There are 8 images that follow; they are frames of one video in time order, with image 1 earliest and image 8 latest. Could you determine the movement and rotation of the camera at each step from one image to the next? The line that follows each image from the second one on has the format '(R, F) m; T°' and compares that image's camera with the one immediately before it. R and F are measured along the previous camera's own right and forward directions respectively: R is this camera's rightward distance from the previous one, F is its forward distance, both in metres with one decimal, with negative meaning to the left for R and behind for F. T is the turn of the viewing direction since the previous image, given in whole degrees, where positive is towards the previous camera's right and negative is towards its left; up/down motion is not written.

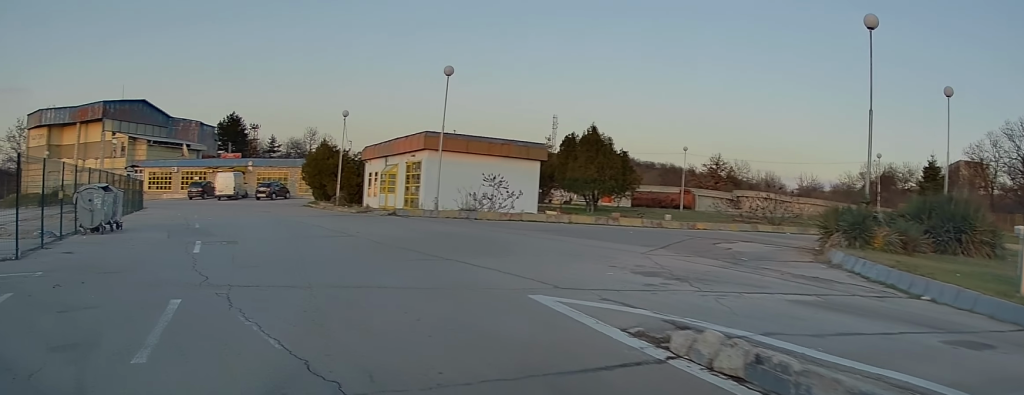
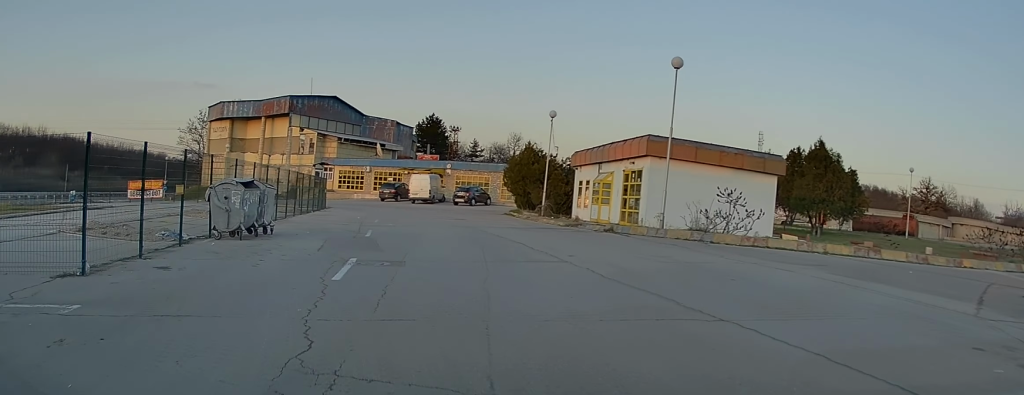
(-0.9, +5.9) m; -13°
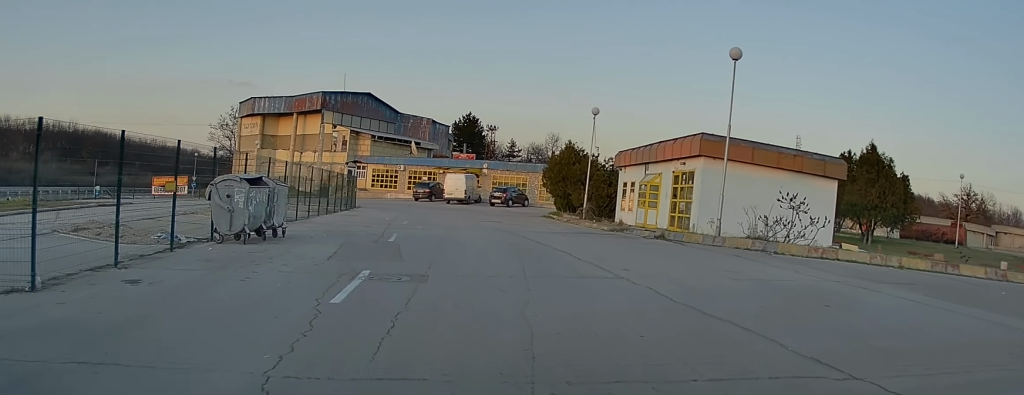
(-0.1, +2.7) m; -2°
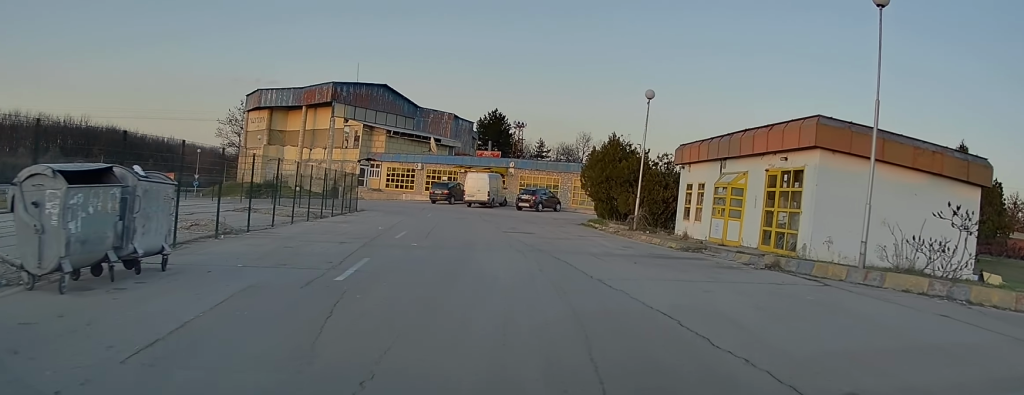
(-0.3, +7.9) m; +2°
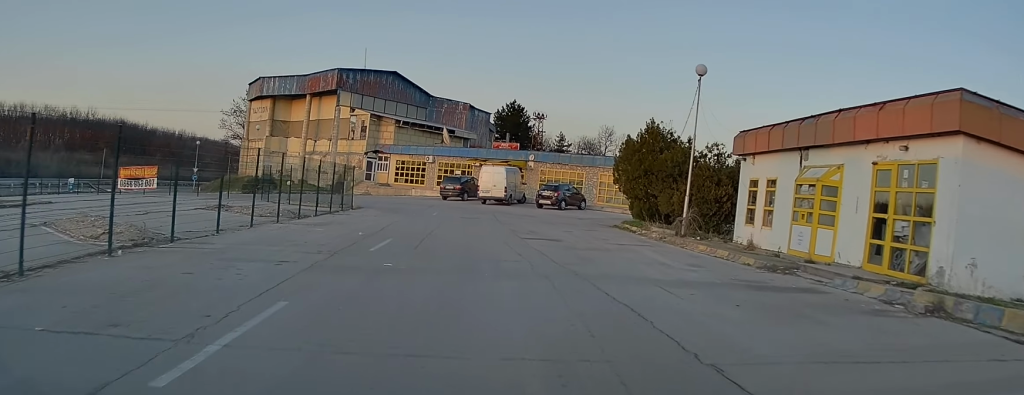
(+0.2, +5.1) m; +5°
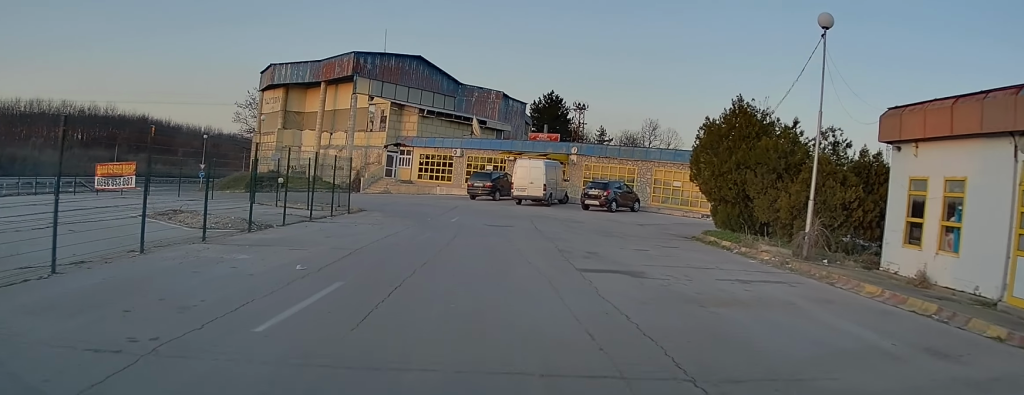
(+0.4, +7.5) m; 0°
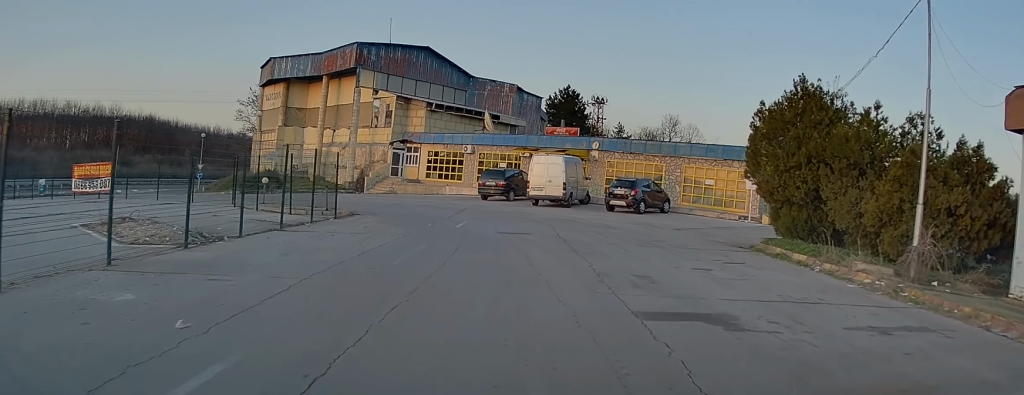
(0.0, +4.1) m; -4°
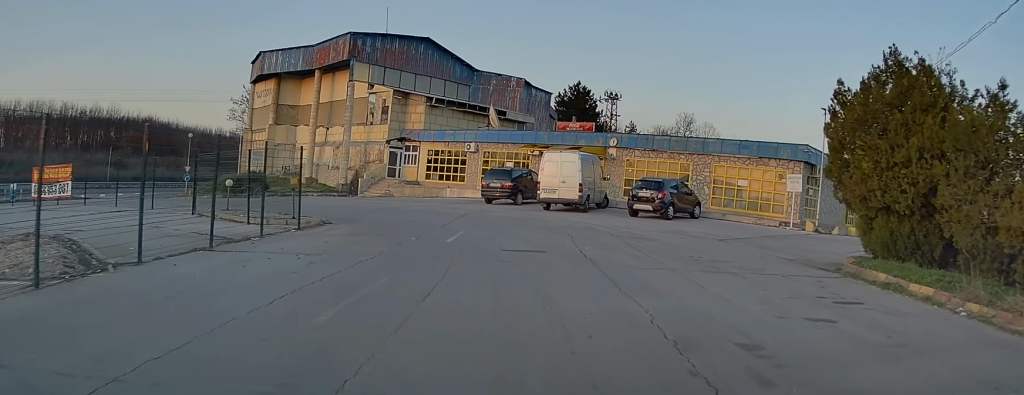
(-0.4, +4.6) m; -3°
